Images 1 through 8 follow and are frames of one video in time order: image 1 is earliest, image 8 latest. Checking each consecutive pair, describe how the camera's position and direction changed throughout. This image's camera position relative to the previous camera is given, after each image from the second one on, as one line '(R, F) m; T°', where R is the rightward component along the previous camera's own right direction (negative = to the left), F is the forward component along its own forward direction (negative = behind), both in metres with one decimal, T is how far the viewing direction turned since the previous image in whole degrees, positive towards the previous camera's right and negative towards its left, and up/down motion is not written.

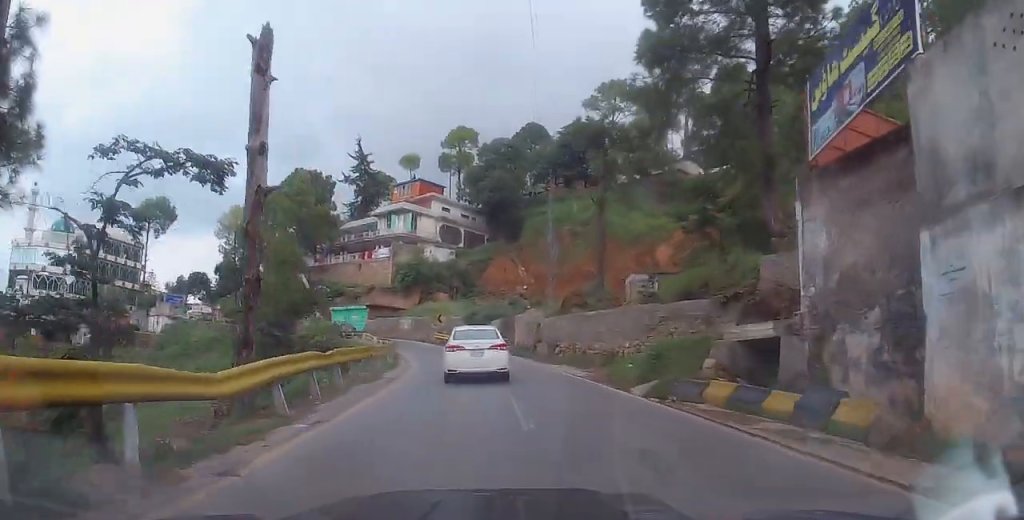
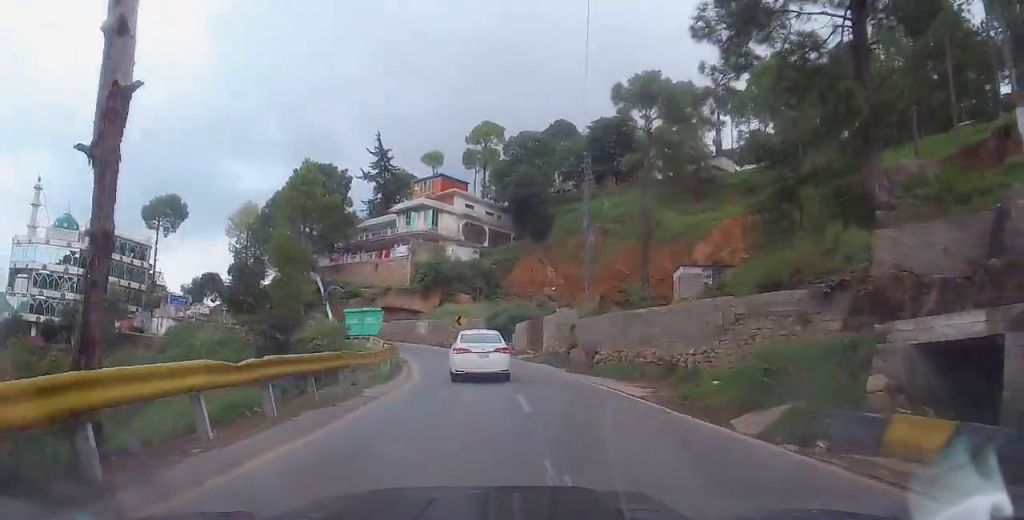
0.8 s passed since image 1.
(0.0, +5.6) m; -2°
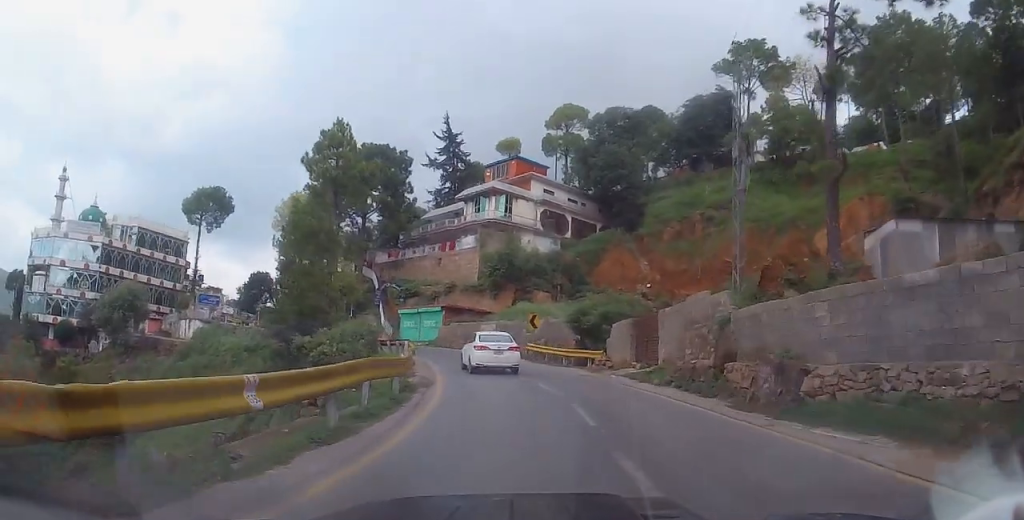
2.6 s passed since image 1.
(-0.5, +12.3) m; -5°
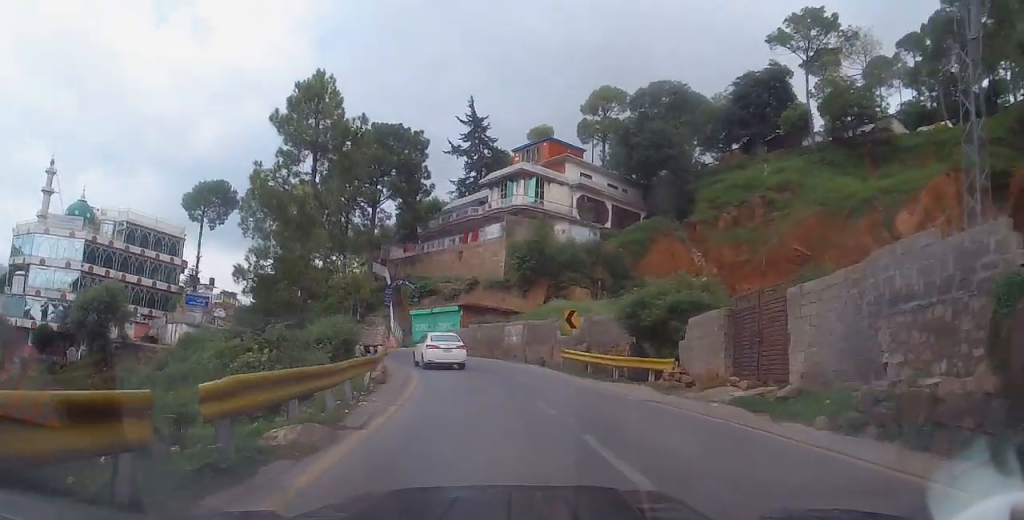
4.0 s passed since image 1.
(-0.4, +9.5) m; -4°
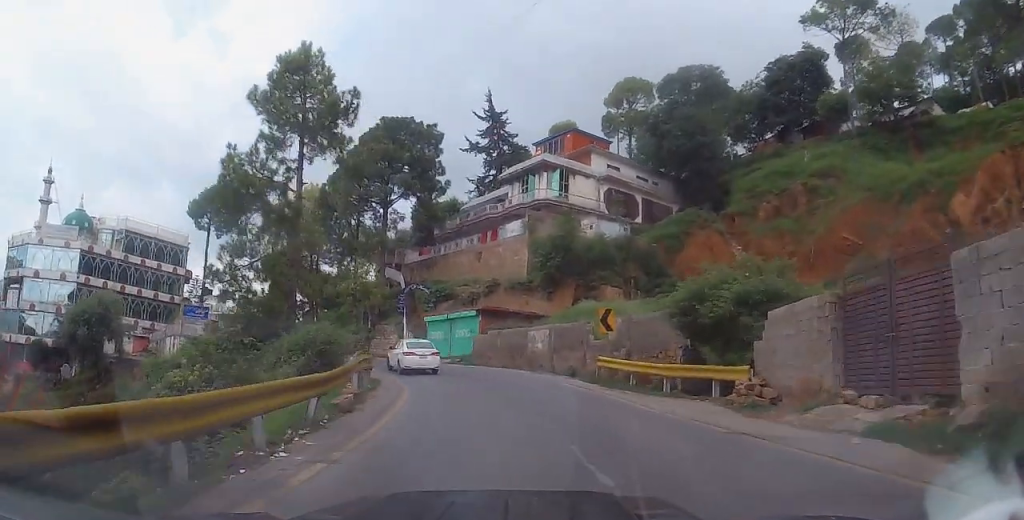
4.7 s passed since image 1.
(-0.1, +4.9) m; -2°
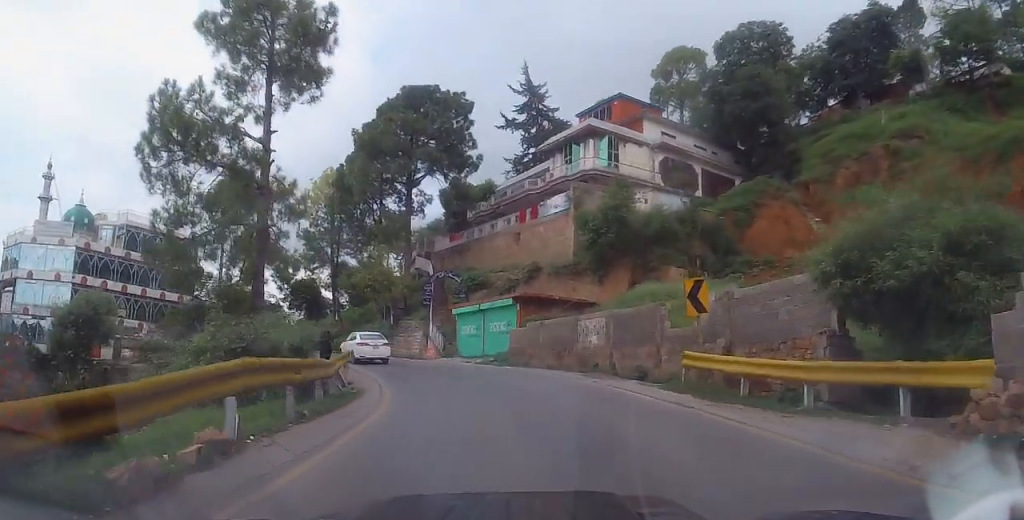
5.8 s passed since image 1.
(-0.2, +7.6) m; -3°
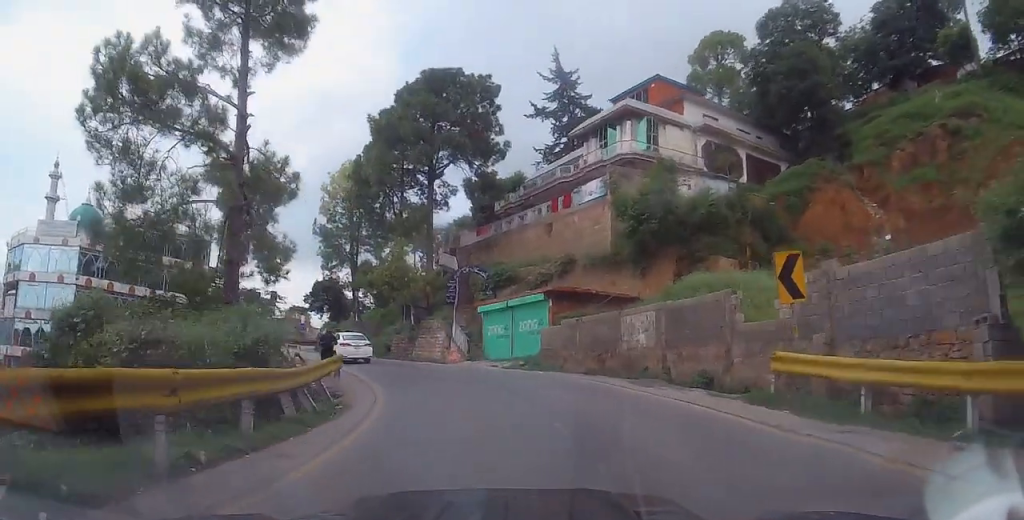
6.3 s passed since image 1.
(-0.1, +4.1) m; -2°
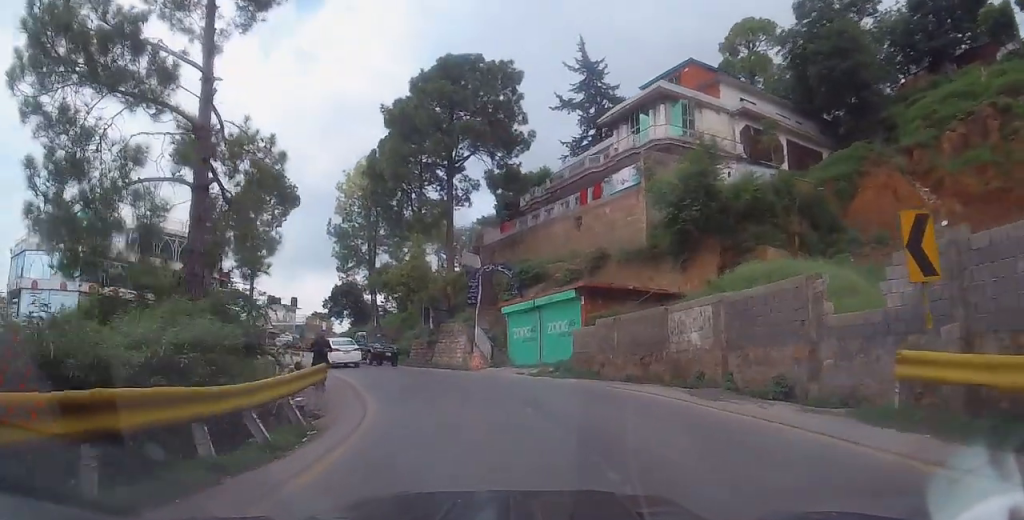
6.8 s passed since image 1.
(0.0, +3.4) m; -3°
